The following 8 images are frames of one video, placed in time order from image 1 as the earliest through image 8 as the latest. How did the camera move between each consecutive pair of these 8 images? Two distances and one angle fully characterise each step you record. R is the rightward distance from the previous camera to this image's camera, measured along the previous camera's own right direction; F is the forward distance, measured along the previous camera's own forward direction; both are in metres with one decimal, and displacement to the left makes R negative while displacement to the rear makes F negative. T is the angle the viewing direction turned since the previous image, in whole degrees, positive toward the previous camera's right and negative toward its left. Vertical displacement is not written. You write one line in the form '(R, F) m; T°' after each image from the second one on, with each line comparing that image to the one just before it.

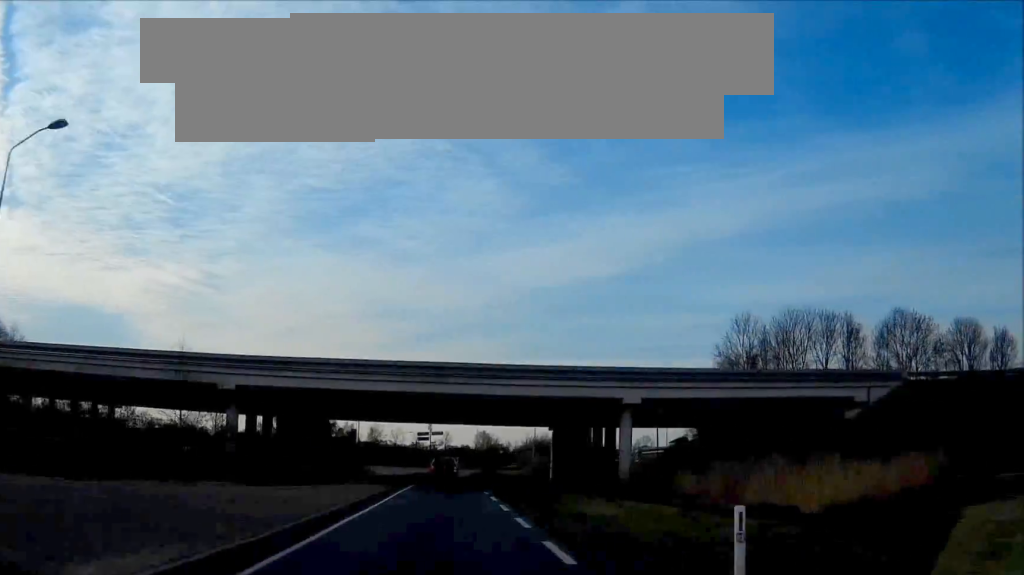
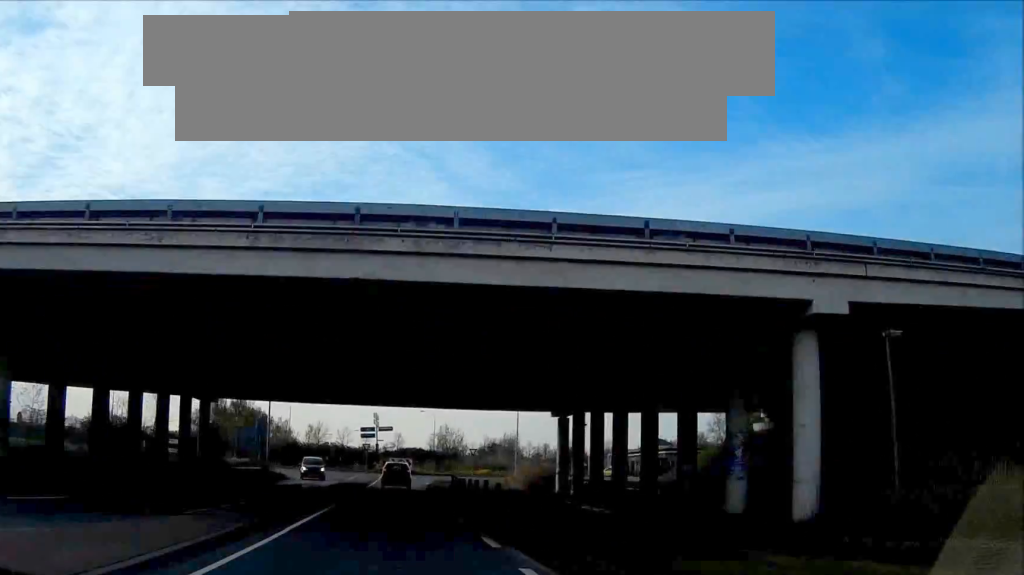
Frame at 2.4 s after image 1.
(+0.4, +25.3) m; +3°
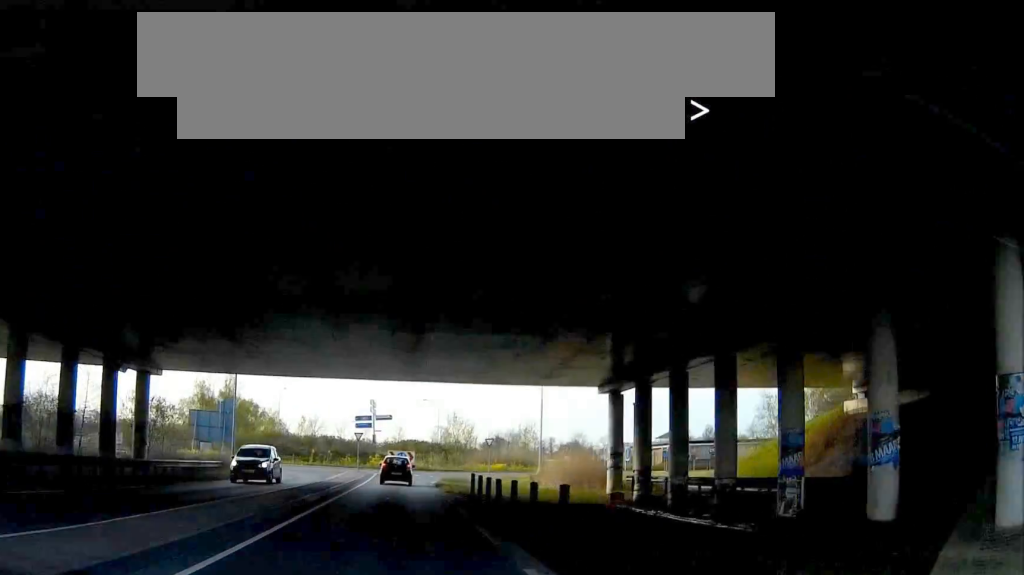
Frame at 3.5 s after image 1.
(+0.3, +11.3) m; +1°
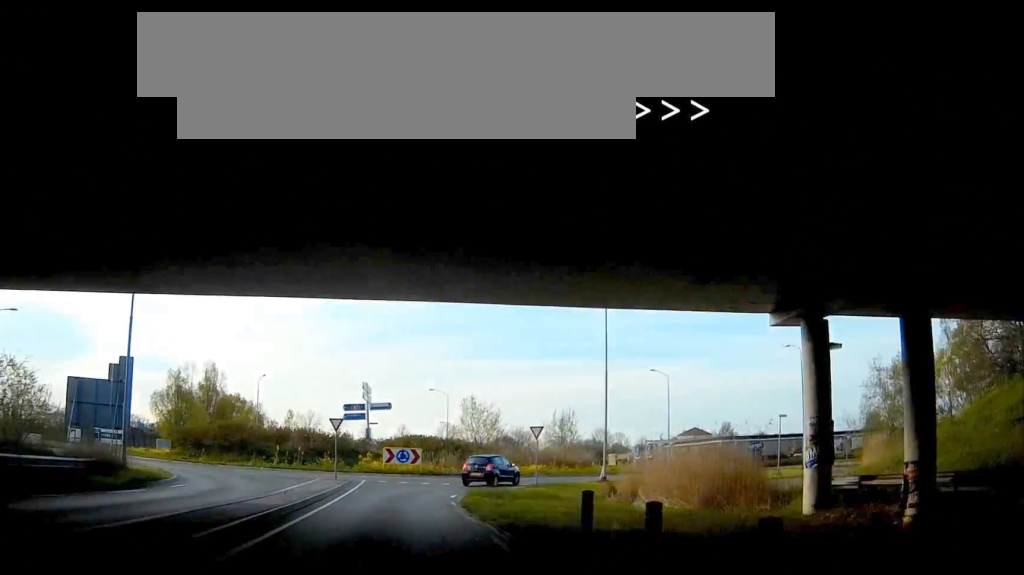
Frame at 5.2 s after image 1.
(+0.1, +17.9) m; +1°
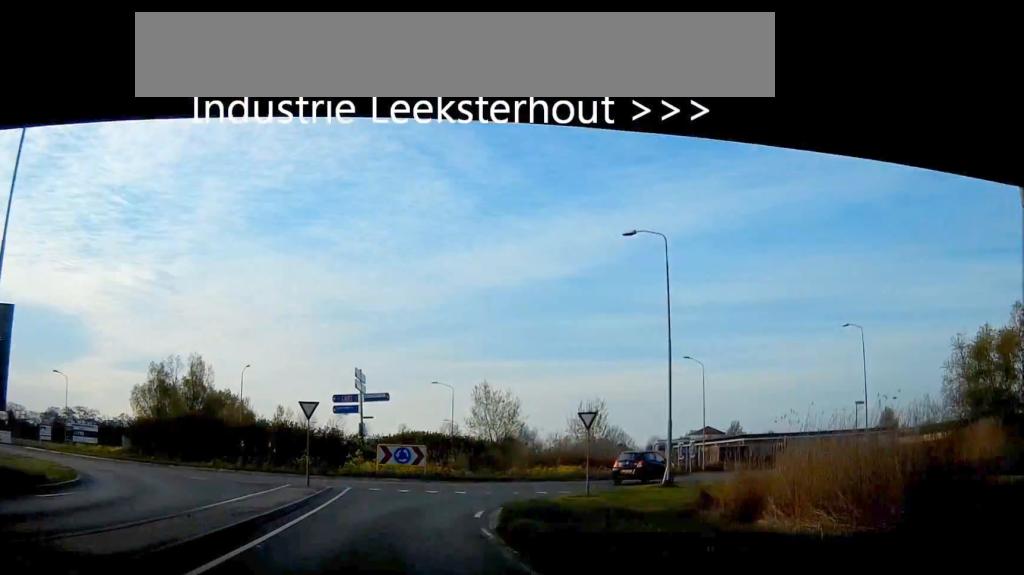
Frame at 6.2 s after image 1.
(0.0, +10.0) m; +3°
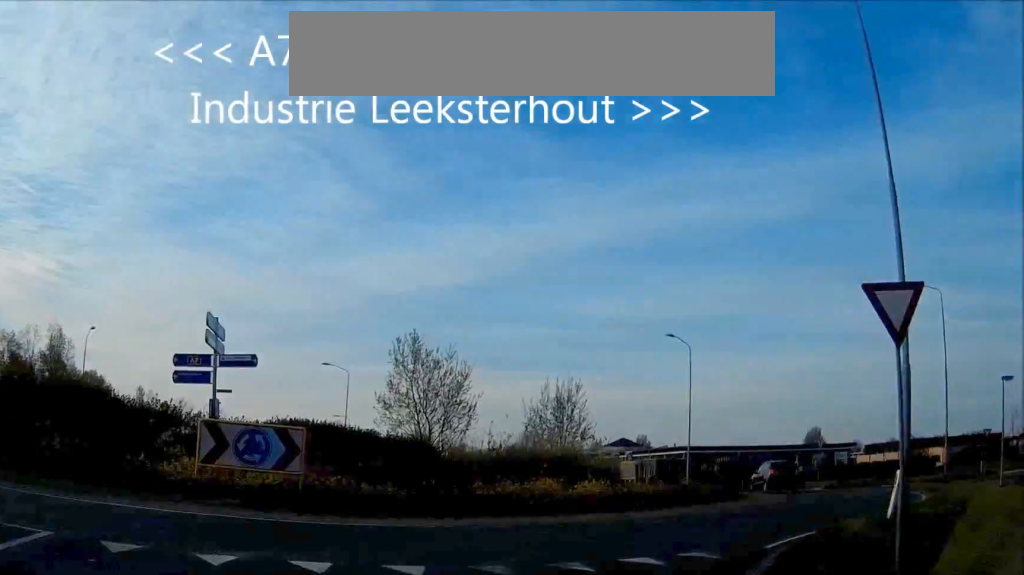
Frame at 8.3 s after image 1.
(+1.5, +19.6) m; +18°
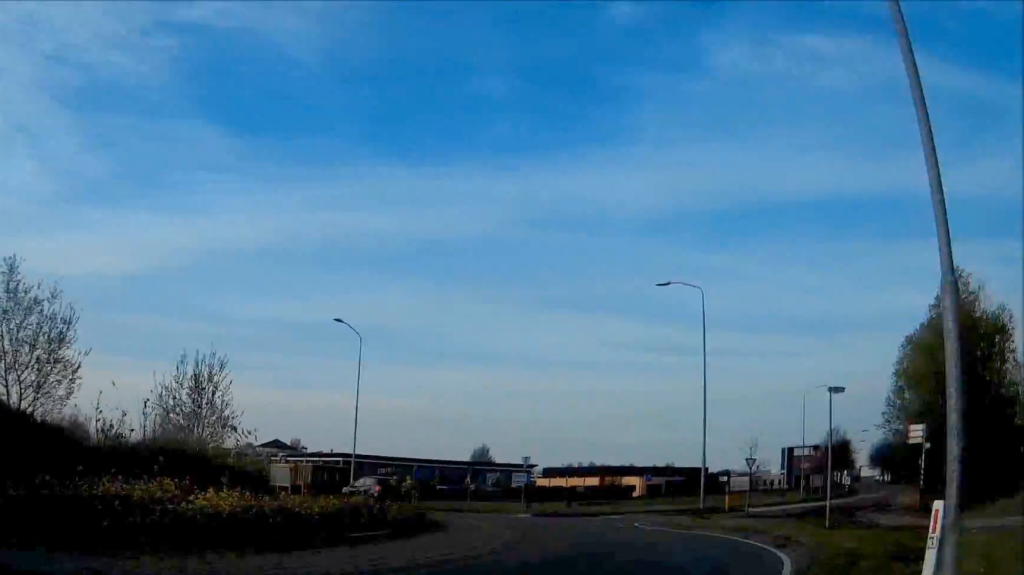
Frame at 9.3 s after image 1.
(+1.9, +8.7) m; +9°
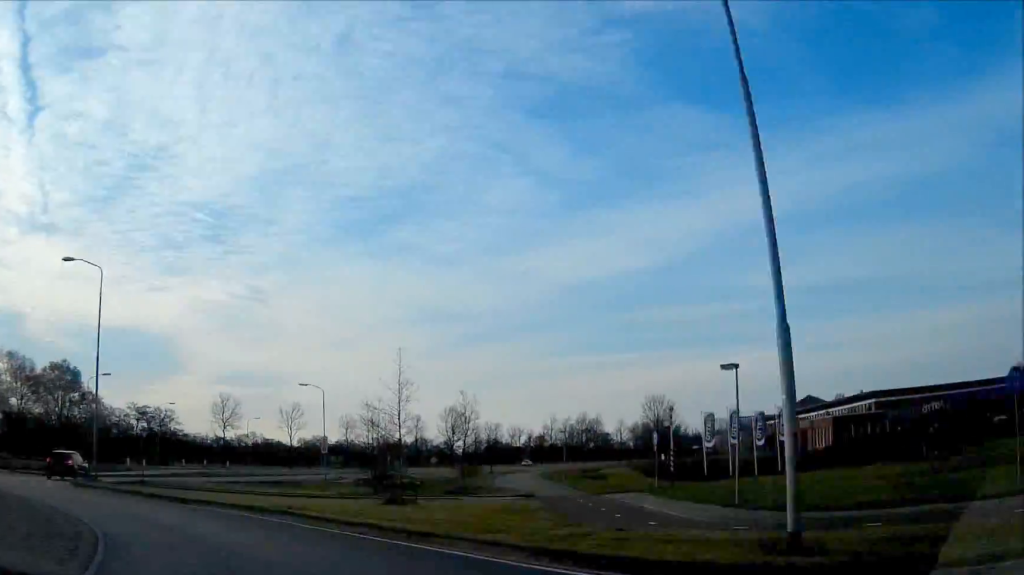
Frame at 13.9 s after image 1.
(-8.1, +37.9) m; -51°
